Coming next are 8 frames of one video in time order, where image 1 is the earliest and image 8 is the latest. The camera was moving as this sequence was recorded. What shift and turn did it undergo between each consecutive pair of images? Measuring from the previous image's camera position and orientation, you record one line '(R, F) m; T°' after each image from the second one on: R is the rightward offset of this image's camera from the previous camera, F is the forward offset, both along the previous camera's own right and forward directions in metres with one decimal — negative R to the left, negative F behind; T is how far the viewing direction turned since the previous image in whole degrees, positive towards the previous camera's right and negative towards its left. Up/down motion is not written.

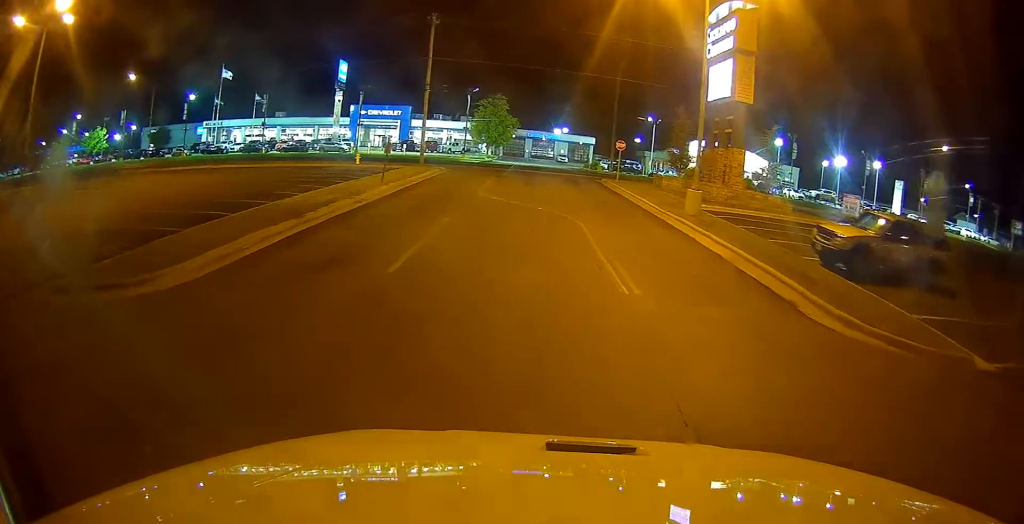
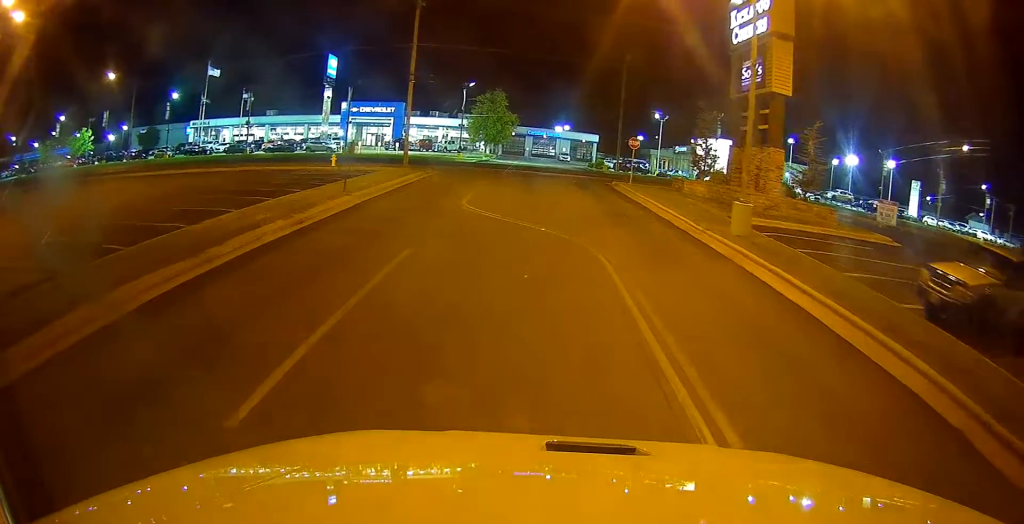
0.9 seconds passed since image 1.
(-0.2, +4.9) m; -2°
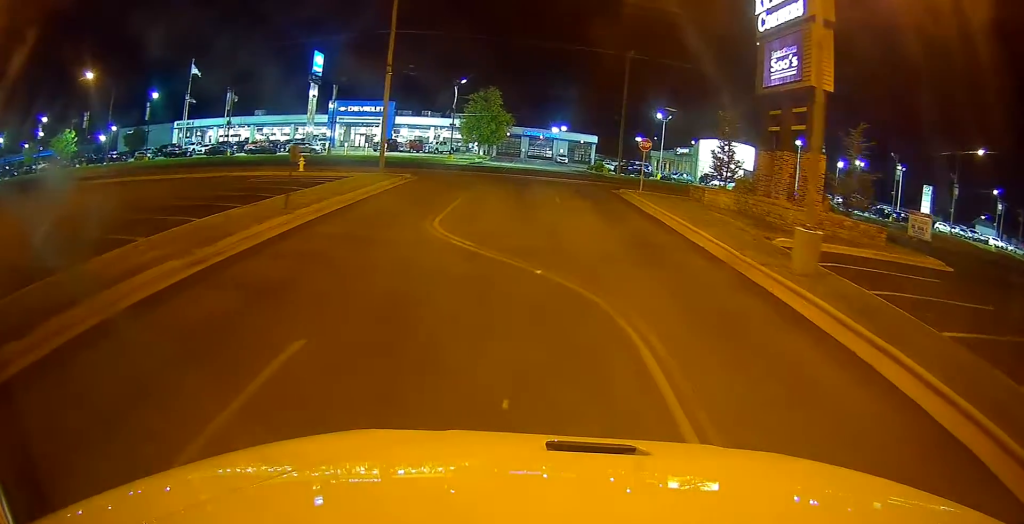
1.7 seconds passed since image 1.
(0.0, +4.7) m; +2°
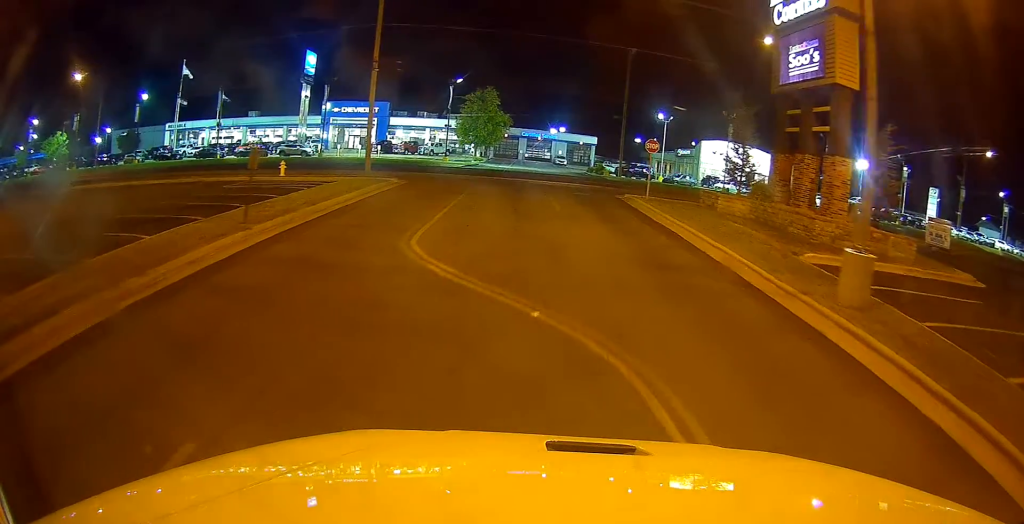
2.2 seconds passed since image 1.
(+0.1, +2.4) m; 0°
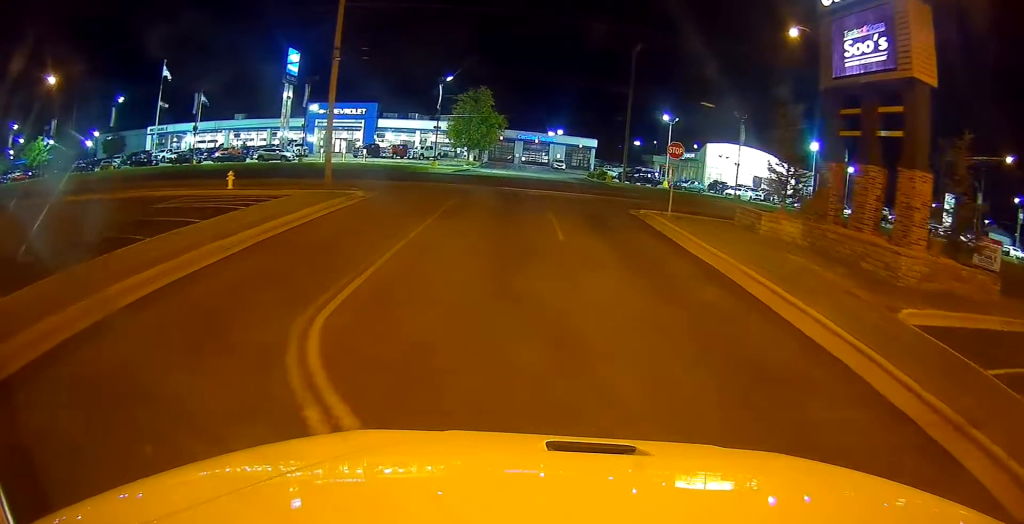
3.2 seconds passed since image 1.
(0.0, +5.5) m; 0°
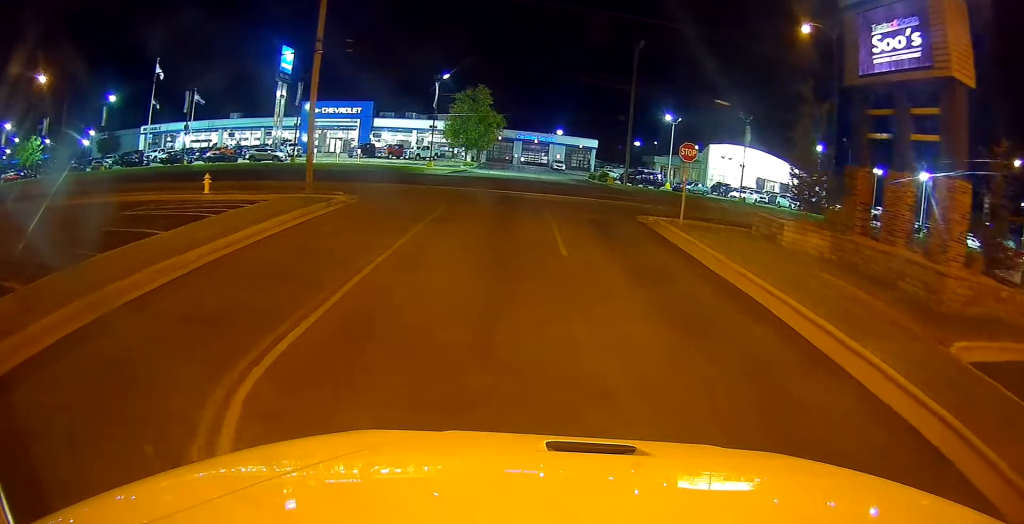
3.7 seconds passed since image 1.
(0.0, +2.1) m; -1°
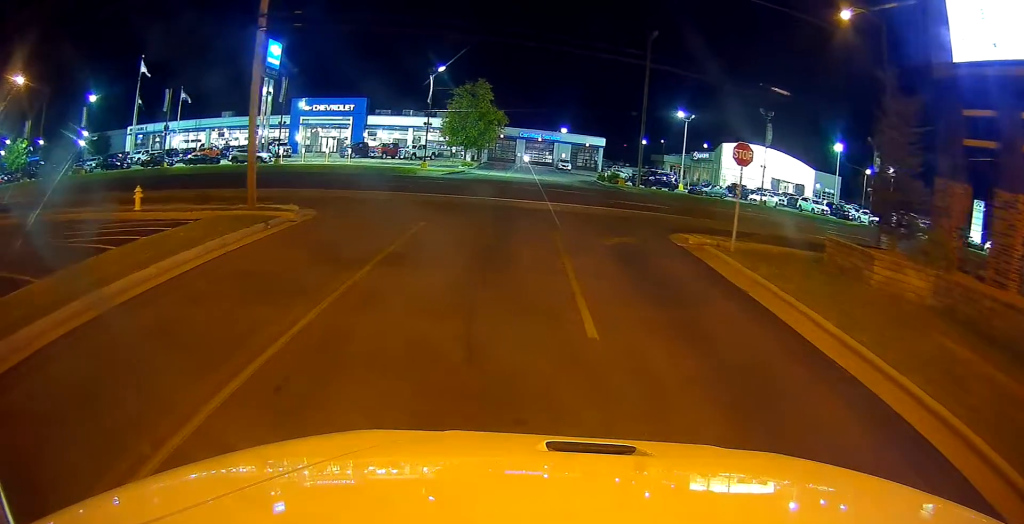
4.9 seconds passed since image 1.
(-0.1, +5.5) m; -3°
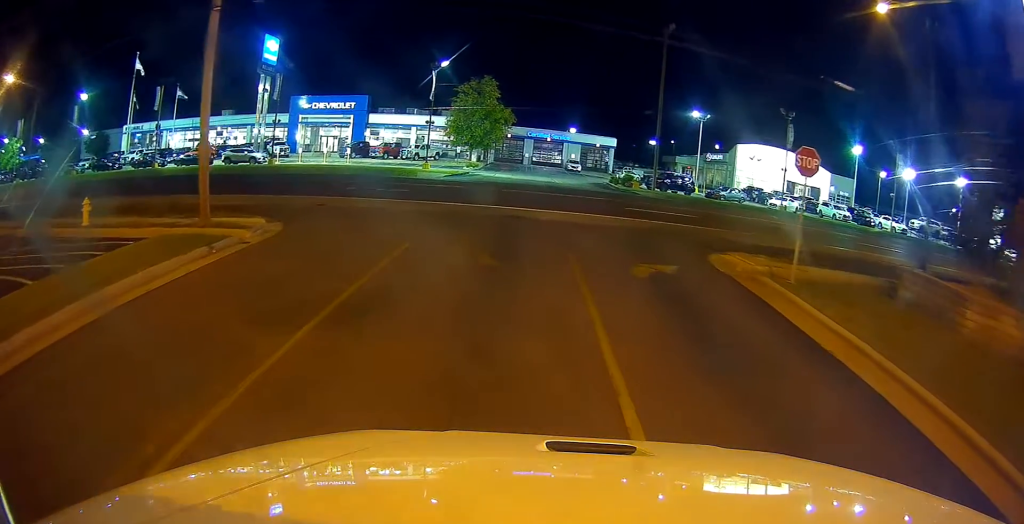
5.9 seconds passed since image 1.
(-0.1, +3.9) m; 0°
